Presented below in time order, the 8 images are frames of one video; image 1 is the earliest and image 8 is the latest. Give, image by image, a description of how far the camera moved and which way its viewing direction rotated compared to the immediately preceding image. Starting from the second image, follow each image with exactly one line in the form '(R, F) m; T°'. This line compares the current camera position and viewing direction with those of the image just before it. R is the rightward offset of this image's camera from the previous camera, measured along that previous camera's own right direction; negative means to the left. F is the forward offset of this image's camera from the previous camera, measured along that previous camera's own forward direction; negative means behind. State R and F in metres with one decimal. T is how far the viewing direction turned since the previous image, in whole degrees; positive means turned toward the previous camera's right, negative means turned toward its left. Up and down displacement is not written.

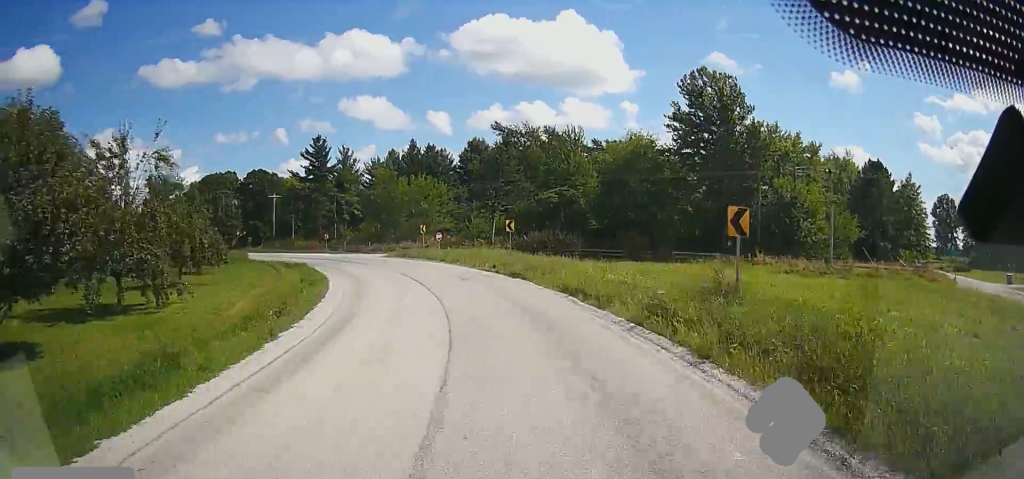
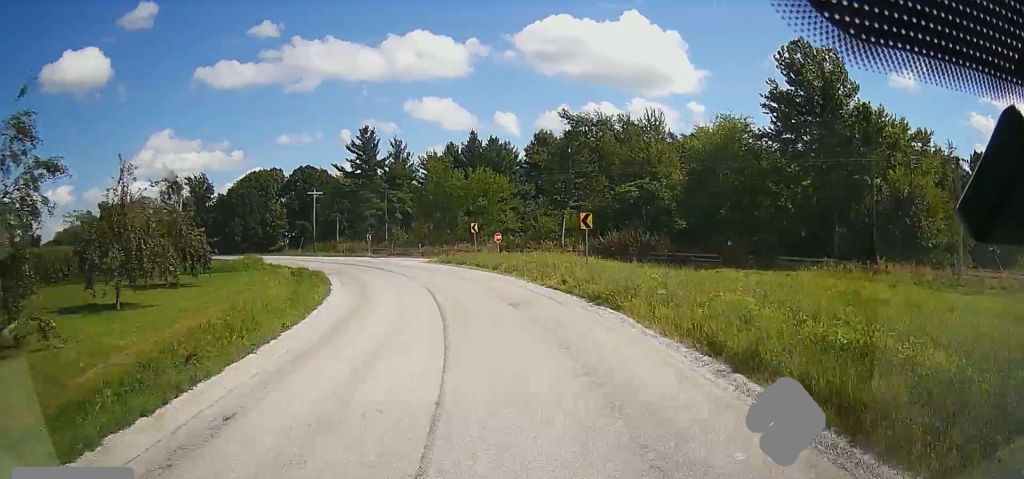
(-0.2, +10.1) m; -4°
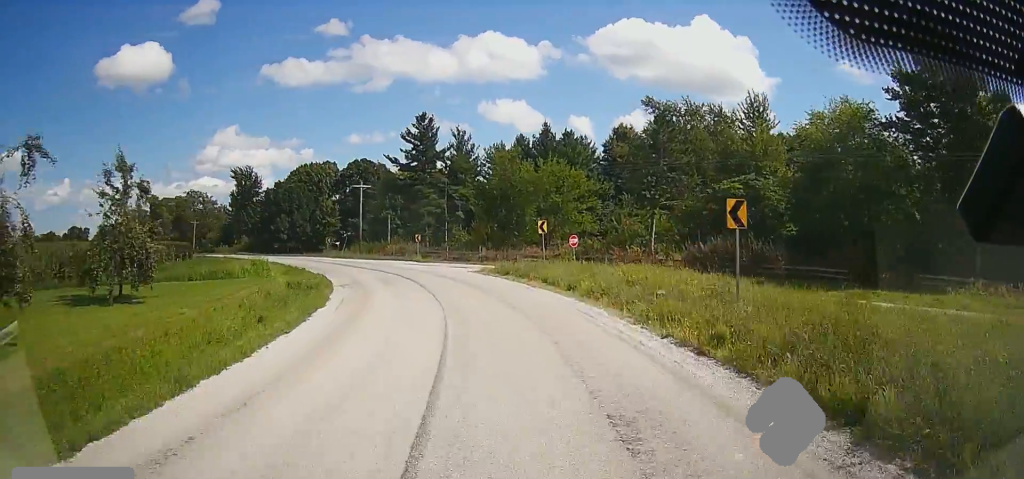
(-0.5, +10.5) m; -9°
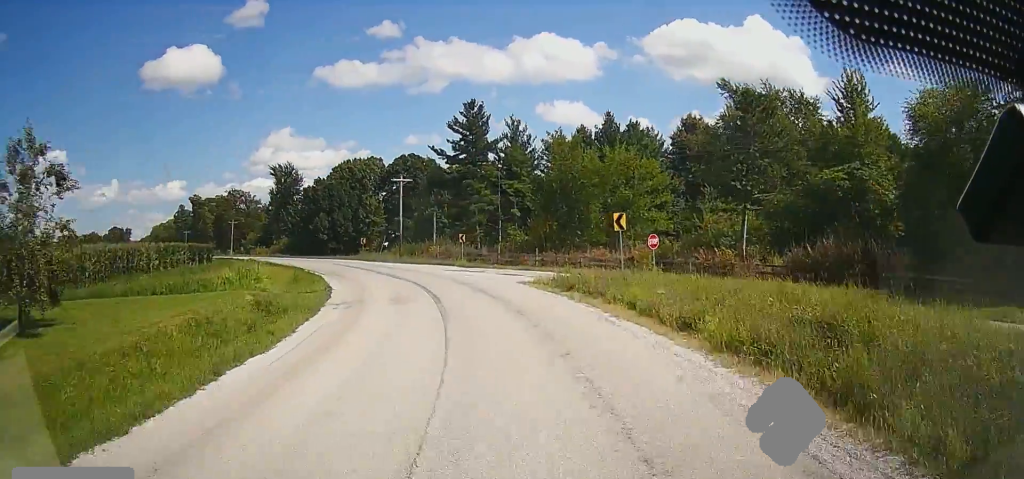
(-0.7, +8.6) m; -8°
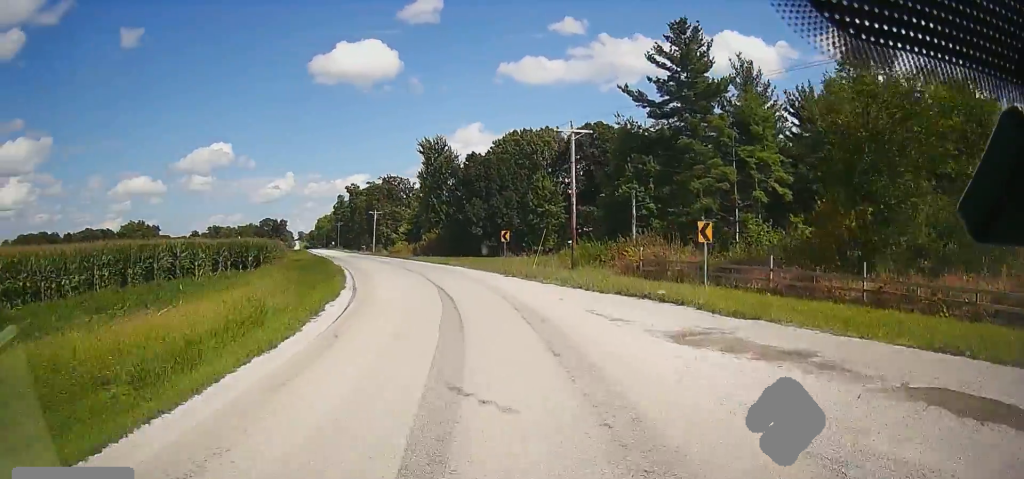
(-5.1, +27.0) m; -19°
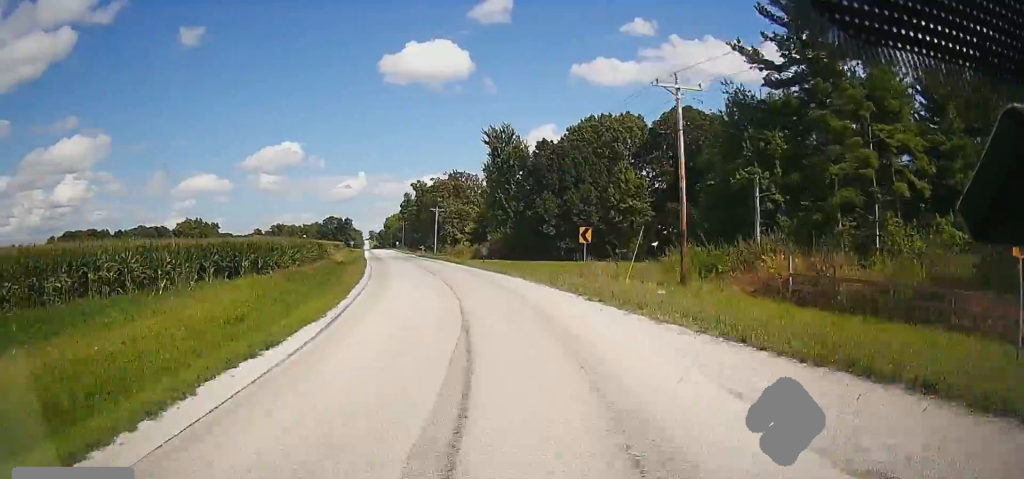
(0.0, +11.1) m; -7°
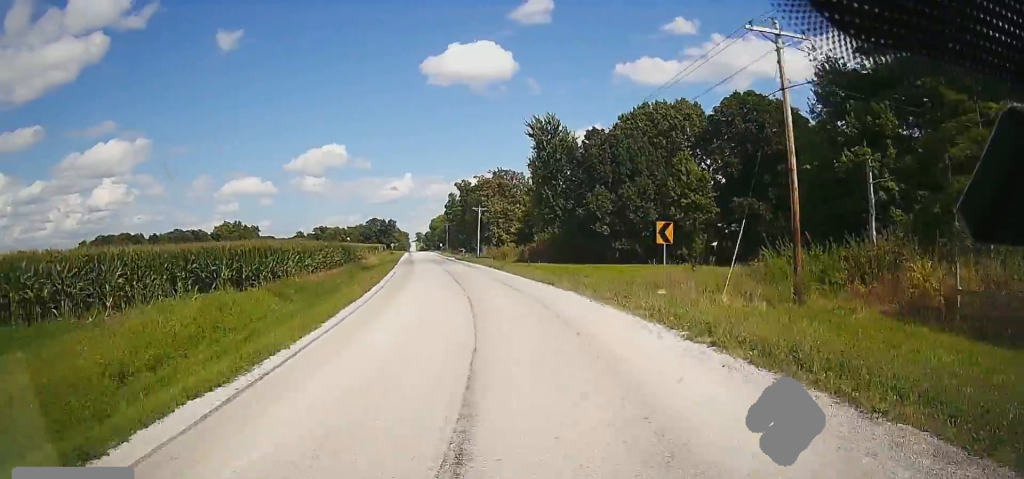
(-1.0, +7.7) m; -5°
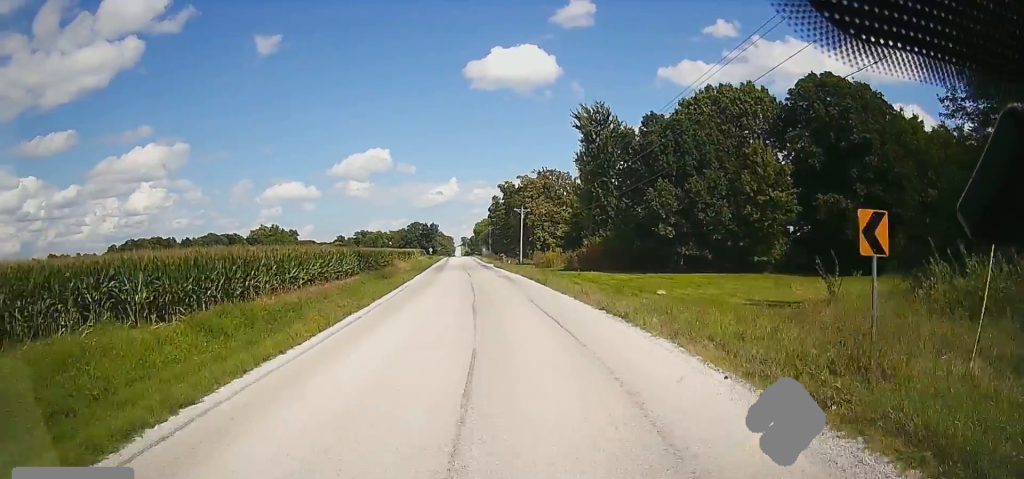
(-0.5, +9.4) m; -6°
